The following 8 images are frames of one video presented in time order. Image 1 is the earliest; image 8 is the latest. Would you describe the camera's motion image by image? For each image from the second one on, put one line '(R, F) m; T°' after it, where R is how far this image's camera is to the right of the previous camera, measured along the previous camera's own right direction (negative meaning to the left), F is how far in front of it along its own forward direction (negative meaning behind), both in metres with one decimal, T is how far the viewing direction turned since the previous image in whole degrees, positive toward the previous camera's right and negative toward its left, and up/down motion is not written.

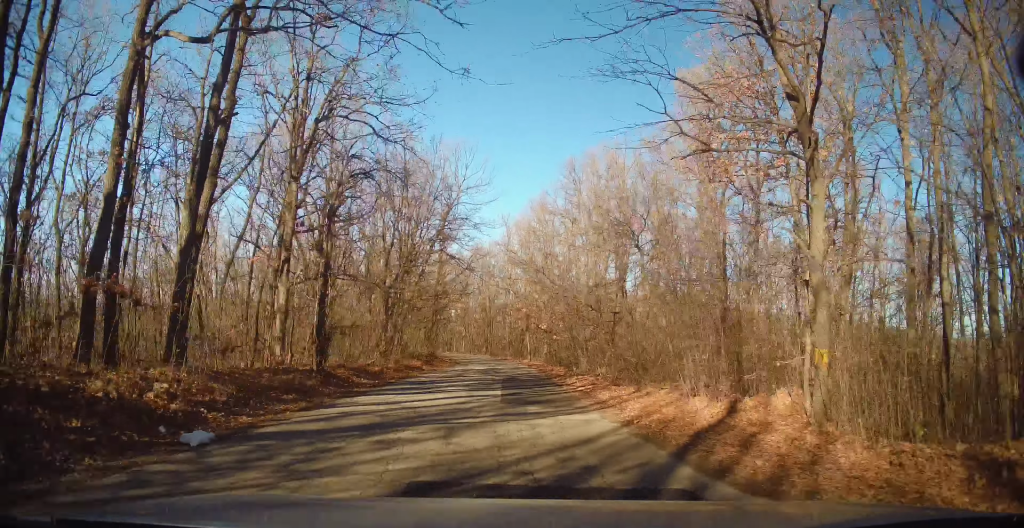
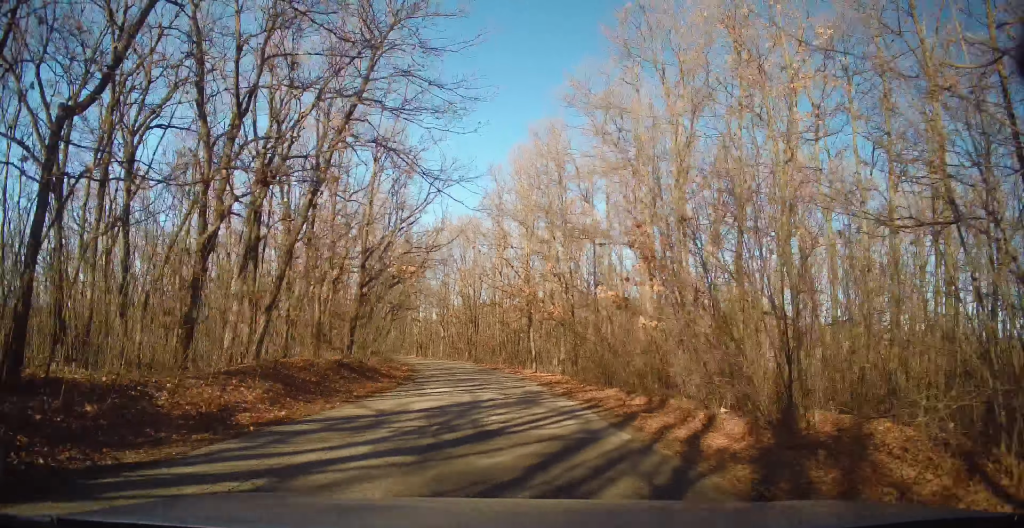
(0.0, +20.9) m; 0°
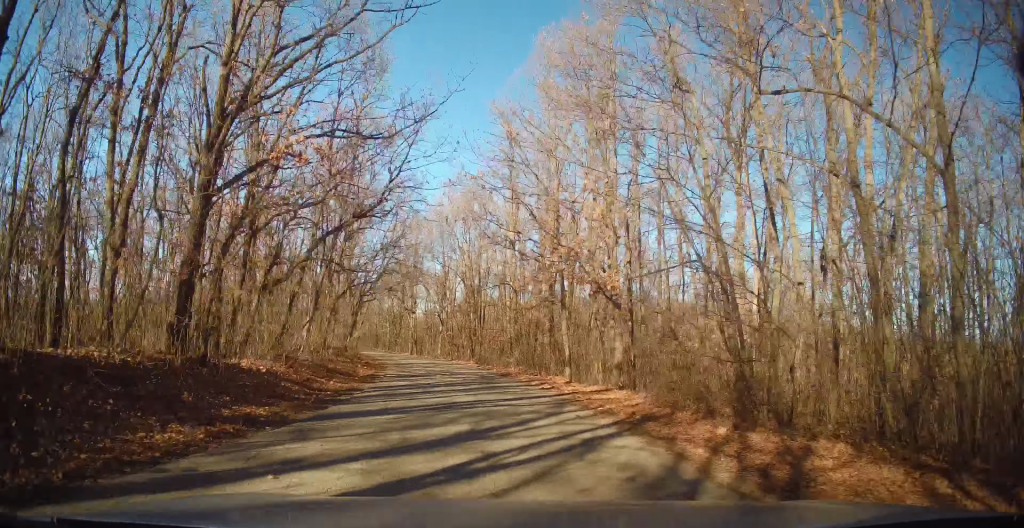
(-0.1, +13.2) m; -2°
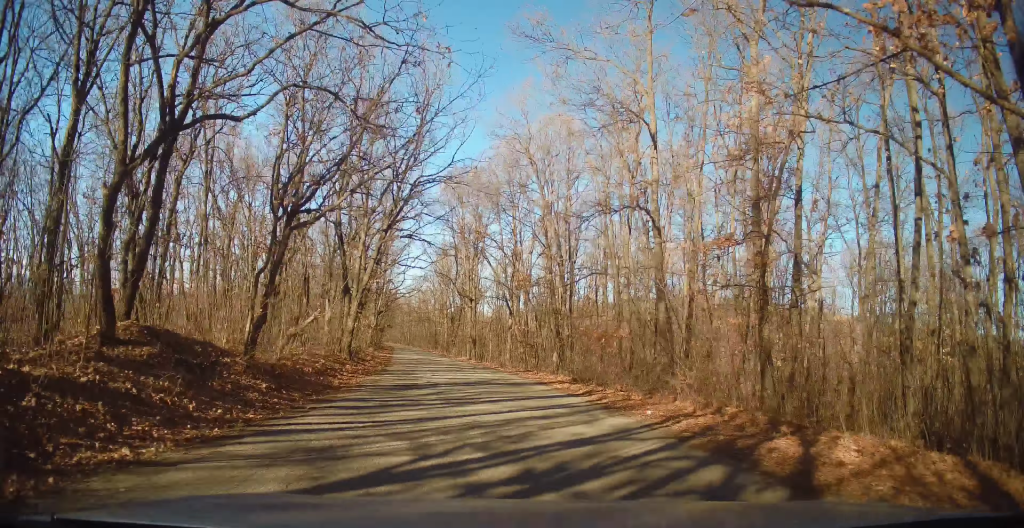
(-0.6, +20.2) m; -4°
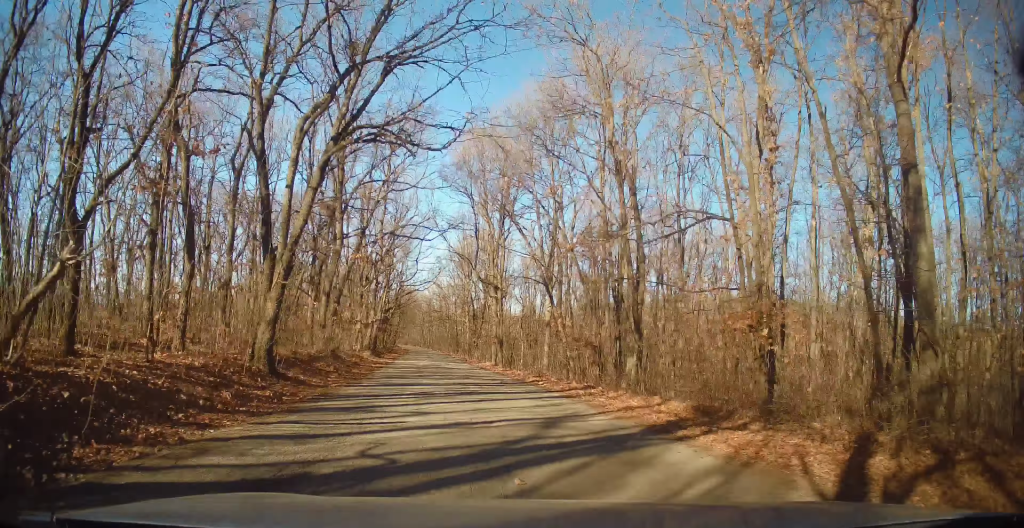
(-0.4, +11.3) m; -4°
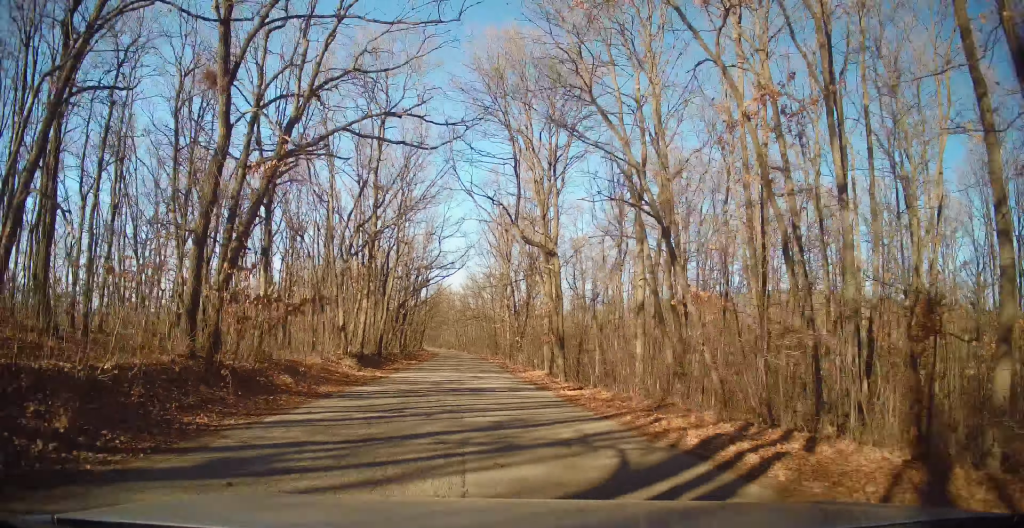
(-0.6, +13.9) m; -3°
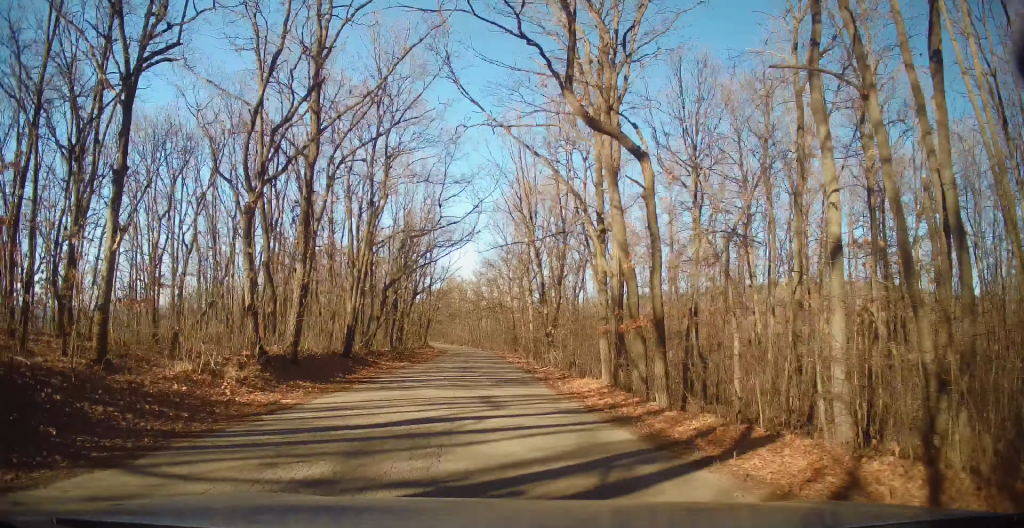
(-0.2, +11.7) m; -2°
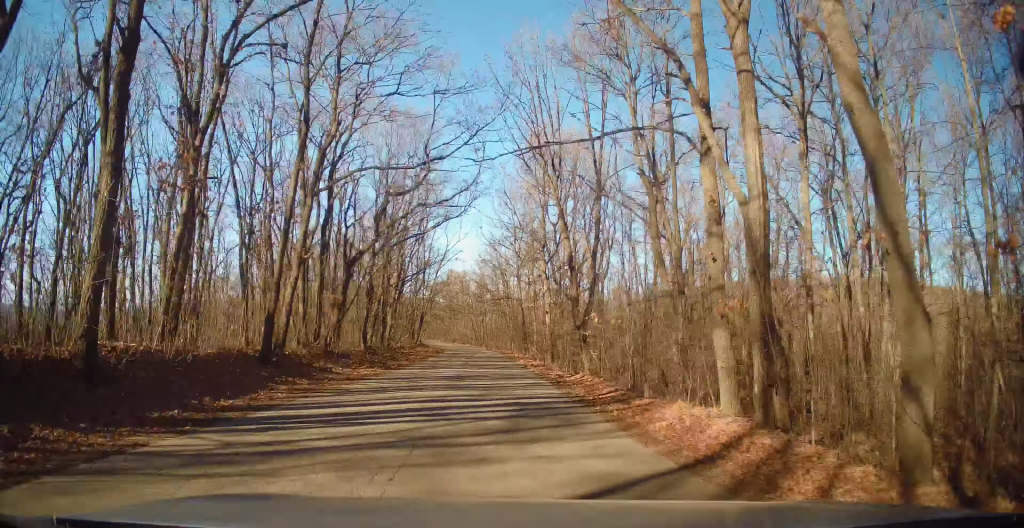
(+0.1, +9.3) m; -2°
